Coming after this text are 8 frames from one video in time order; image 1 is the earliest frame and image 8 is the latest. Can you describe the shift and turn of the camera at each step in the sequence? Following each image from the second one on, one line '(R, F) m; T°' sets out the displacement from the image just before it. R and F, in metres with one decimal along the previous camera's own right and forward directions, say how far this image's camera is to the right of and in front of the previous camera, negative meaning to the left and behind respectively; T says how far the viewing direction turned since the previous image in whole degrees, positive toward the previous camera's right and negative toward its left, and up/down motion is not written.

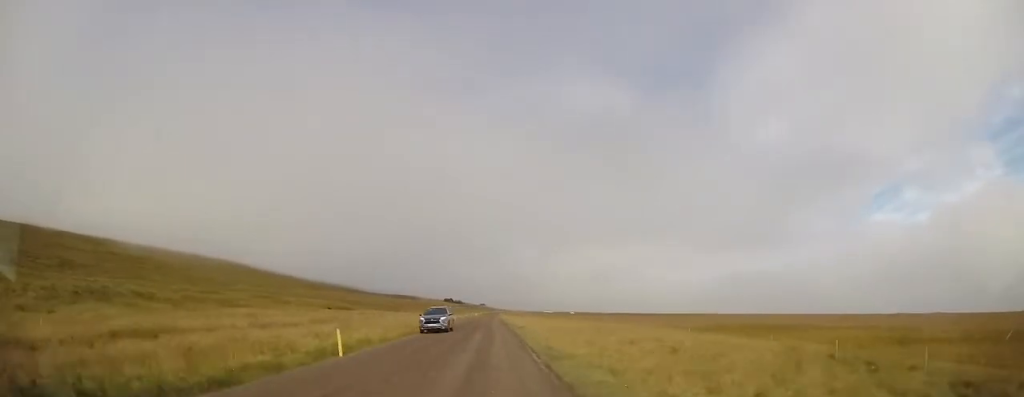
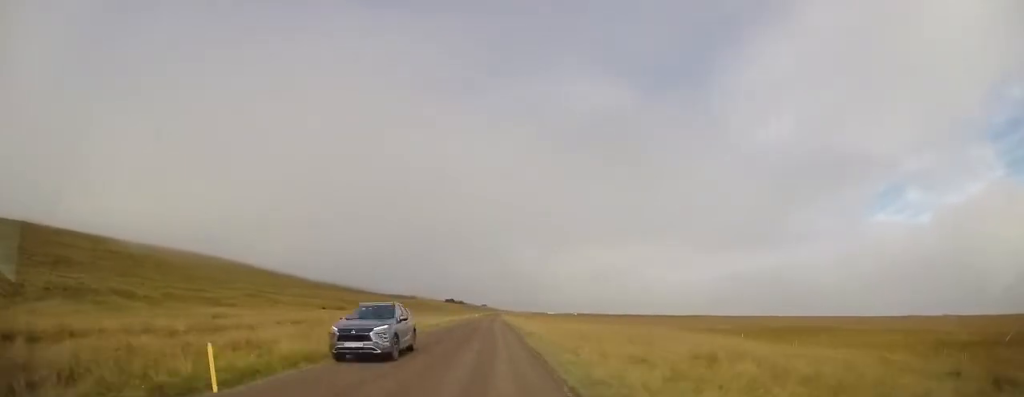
(-0.1, +6.8) m; -1°
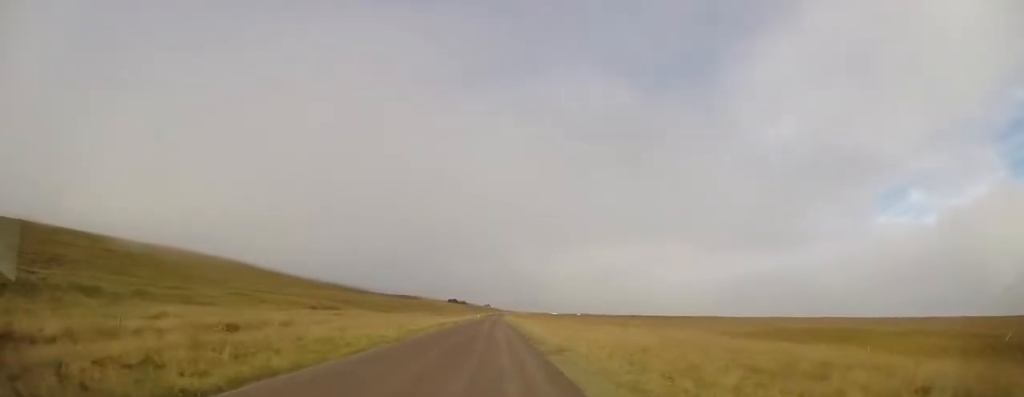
(0.0, +9.4) m; -1°
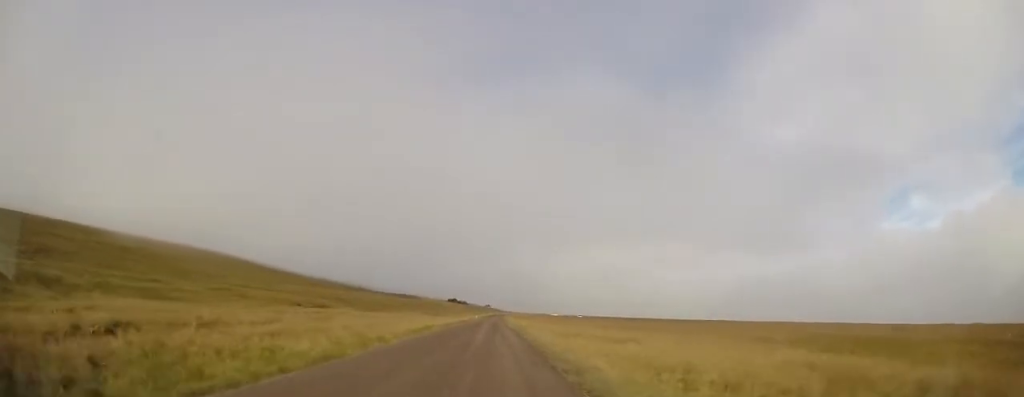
(0.0, +9.6) m; 0°
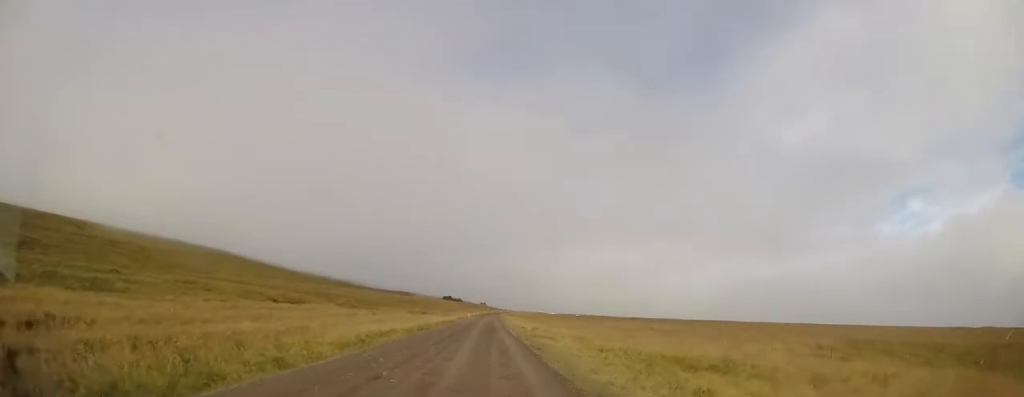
(-0.2, +12.1) m; 0°
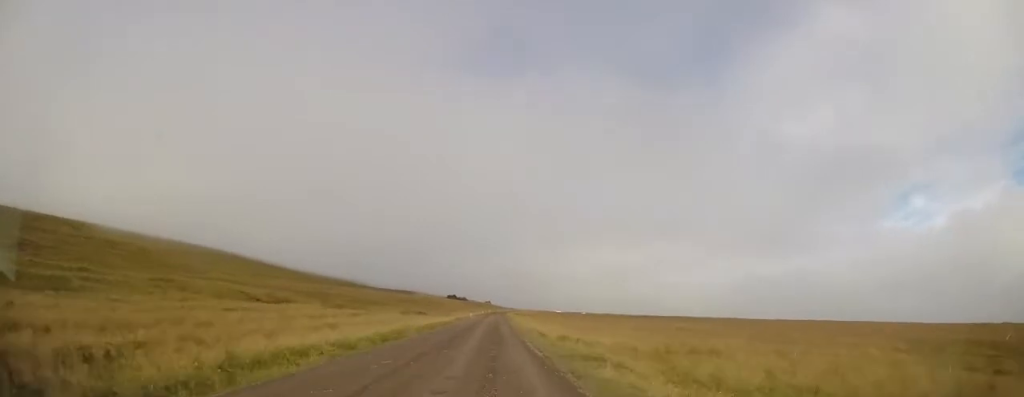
(+0.2, +10.9) m; 0°
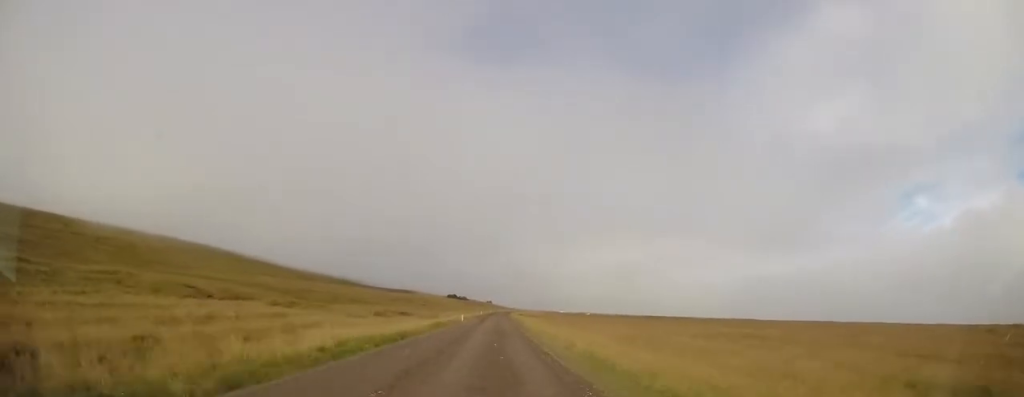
(-0.2, +19.0) m; -1°
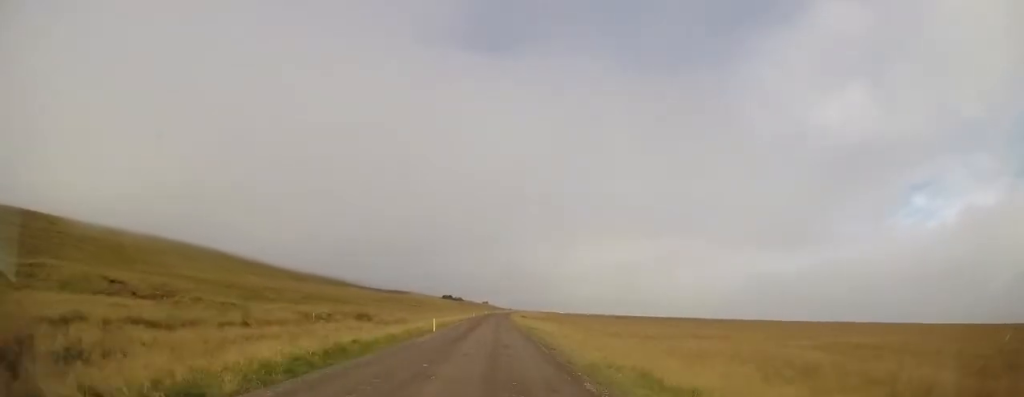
(+0.3, +20.6) m; +2°
